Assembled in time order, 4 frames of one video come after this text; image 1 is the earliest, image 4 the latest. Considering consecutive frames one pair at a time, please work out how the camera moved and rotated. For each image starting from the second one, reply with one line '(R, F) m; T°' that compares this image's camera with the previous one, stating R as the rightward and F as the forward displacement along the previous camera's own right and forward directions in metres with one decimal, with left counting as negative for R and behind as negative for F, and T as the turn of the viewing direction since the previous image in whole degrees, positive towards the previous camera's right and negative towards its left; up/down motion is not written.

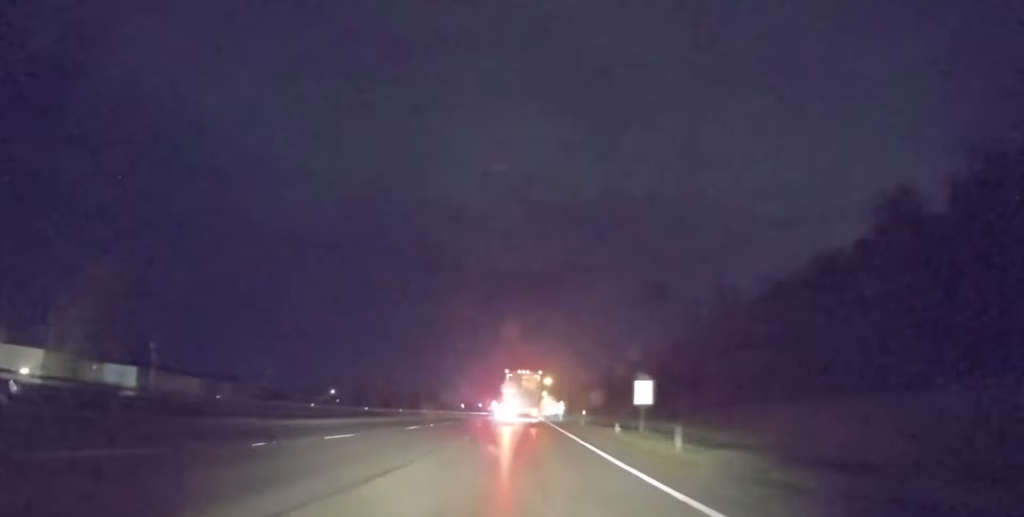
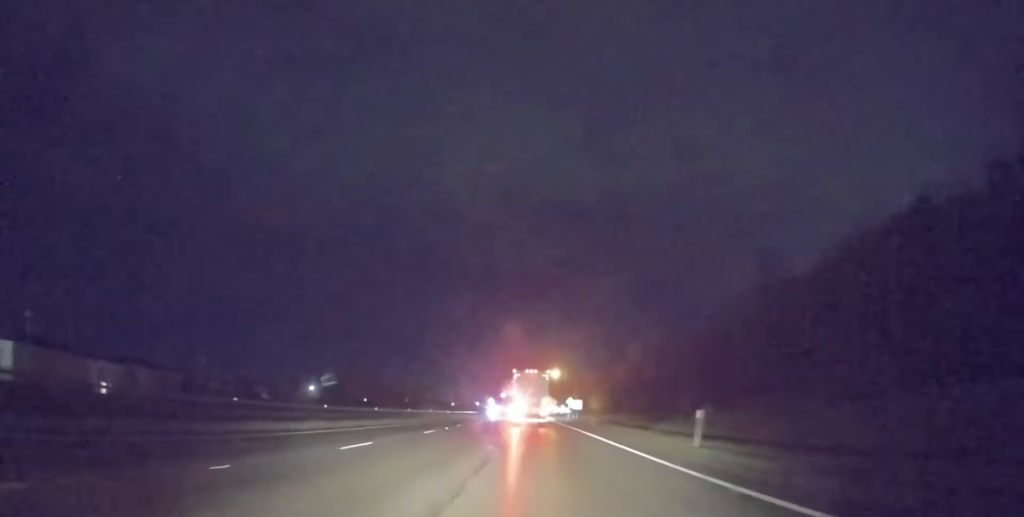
(0.0, +28.1) m; +1°
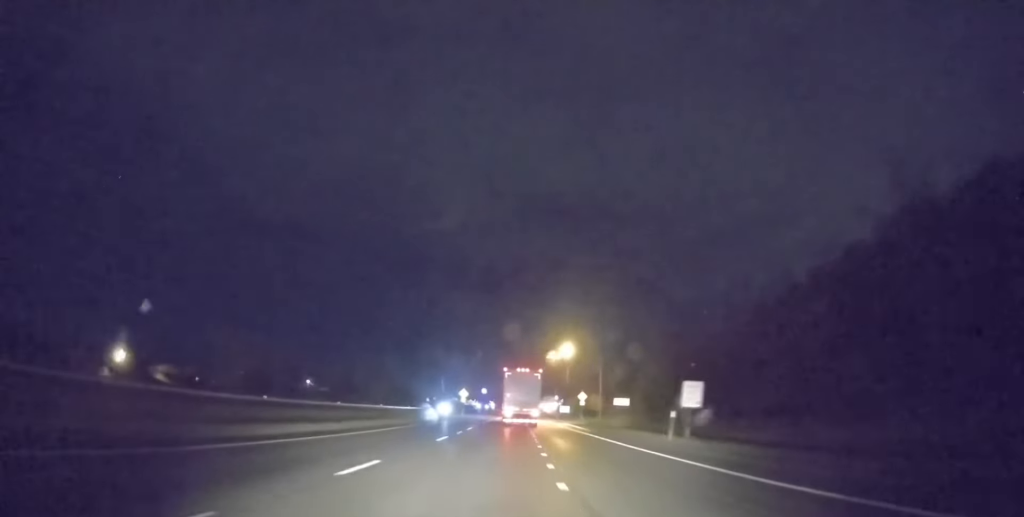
(+1.9, +52.8) m; +3°
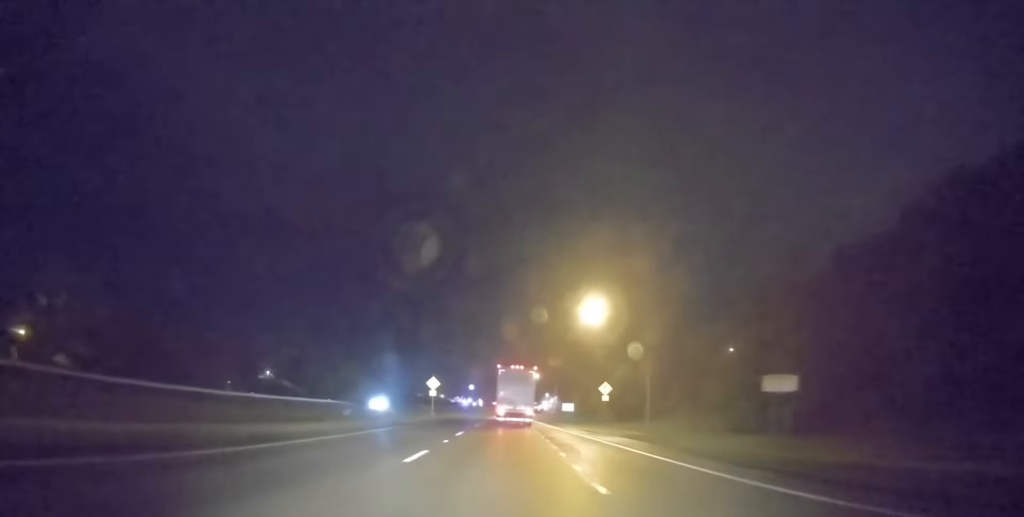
(+0.1, +33.0) m; +1°
